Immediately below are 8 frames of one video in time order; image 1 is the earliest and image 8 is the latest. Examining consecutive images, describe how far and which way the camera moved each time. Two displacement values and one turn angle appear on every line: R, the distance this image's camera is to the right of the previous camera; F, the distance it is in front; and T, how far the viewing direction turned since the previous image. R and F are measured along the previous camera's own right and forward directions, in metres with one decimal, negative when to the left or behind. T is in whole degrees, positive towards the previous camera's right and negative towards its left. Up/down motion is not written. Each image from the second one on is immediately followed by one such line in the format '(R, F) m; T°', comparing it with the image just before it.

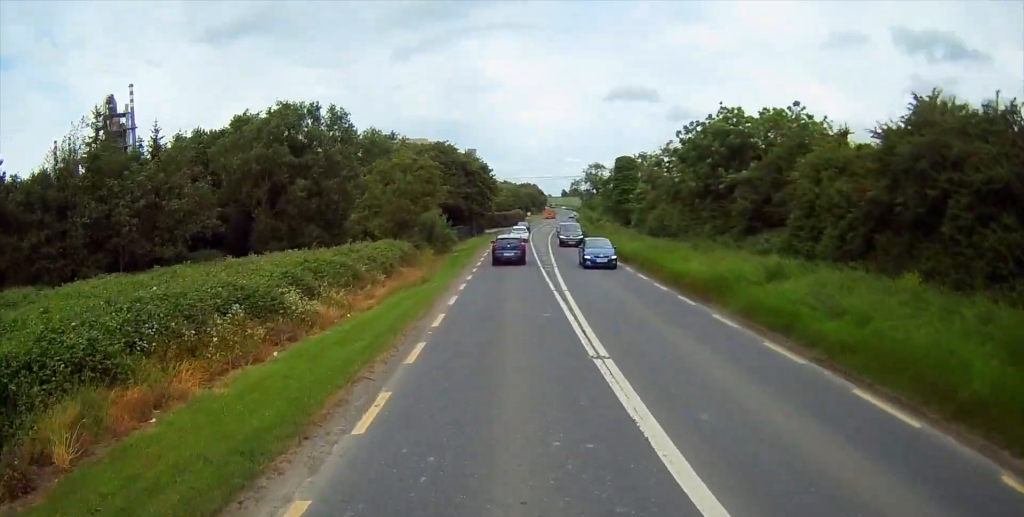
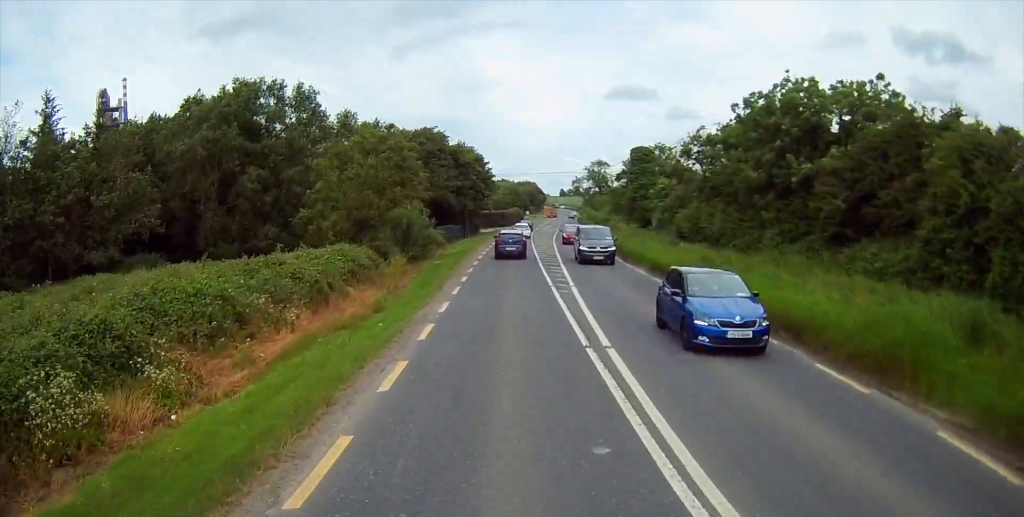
(-0.1, +9.9) m; 0°
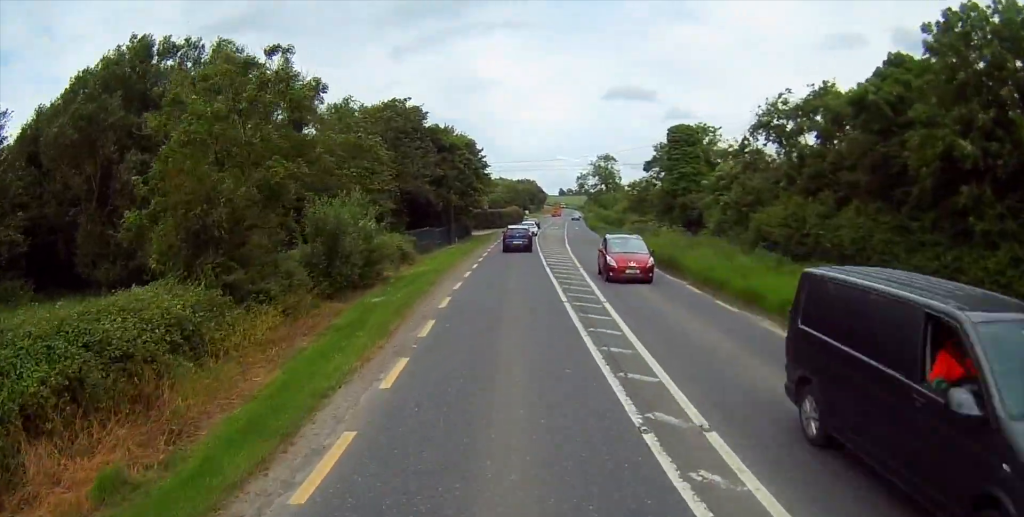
(+0.1, +15.6) m; +1°
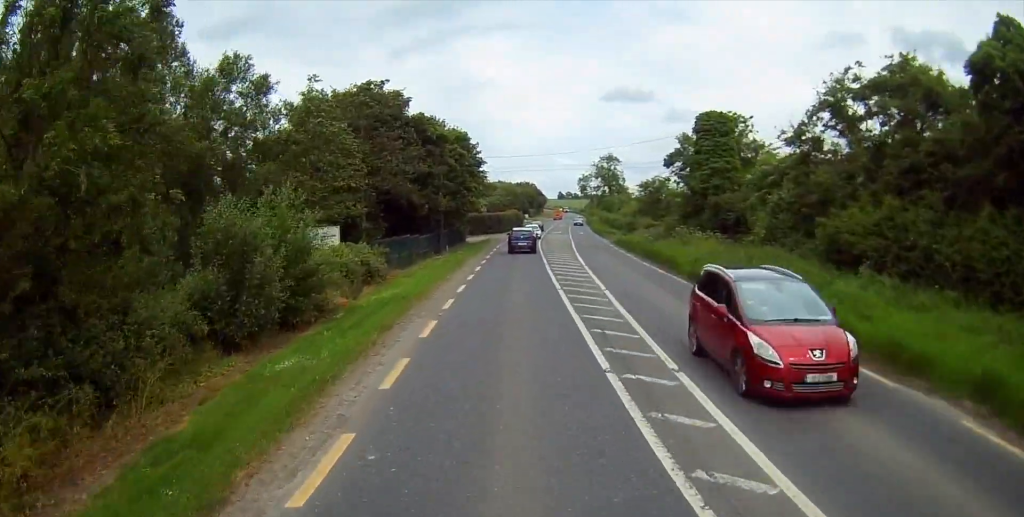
(+0.3, +7.9) m; 0°
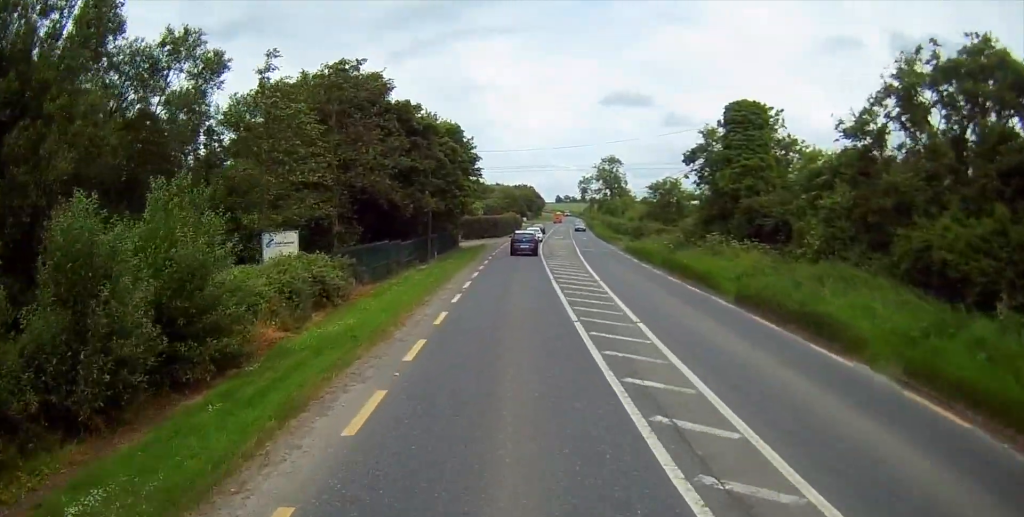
(-0.2, +6.1) m; 0°
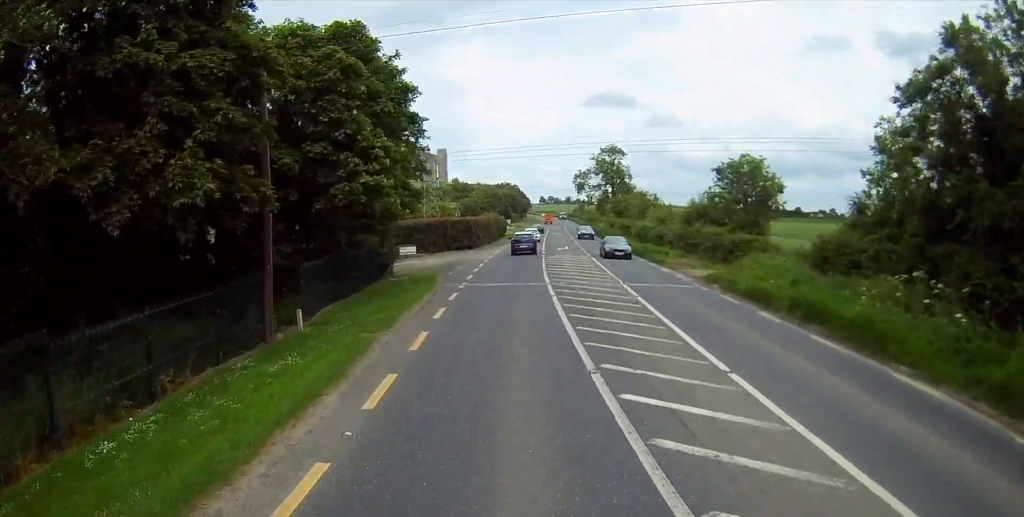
(+0.3, +26.6) m; +1°
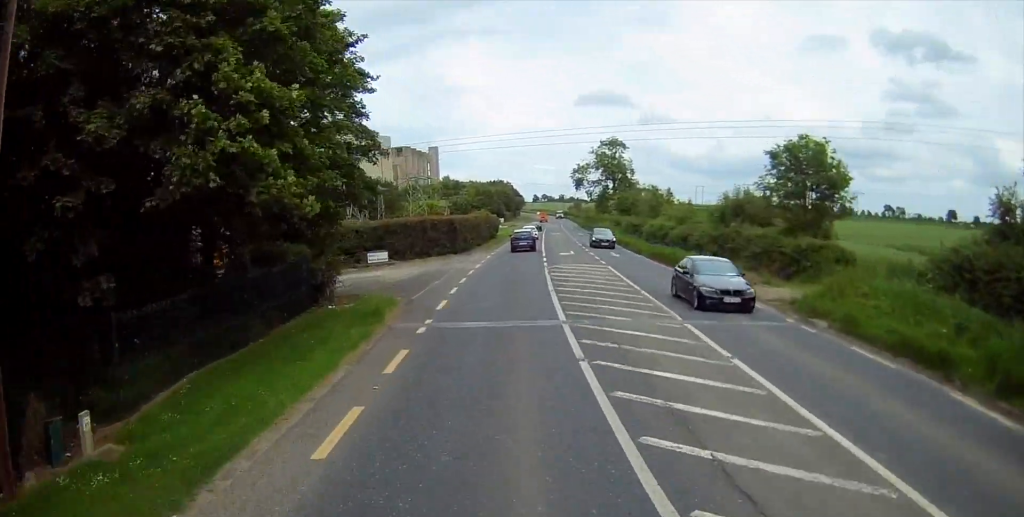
(-0.2, +9.9) m; +1°
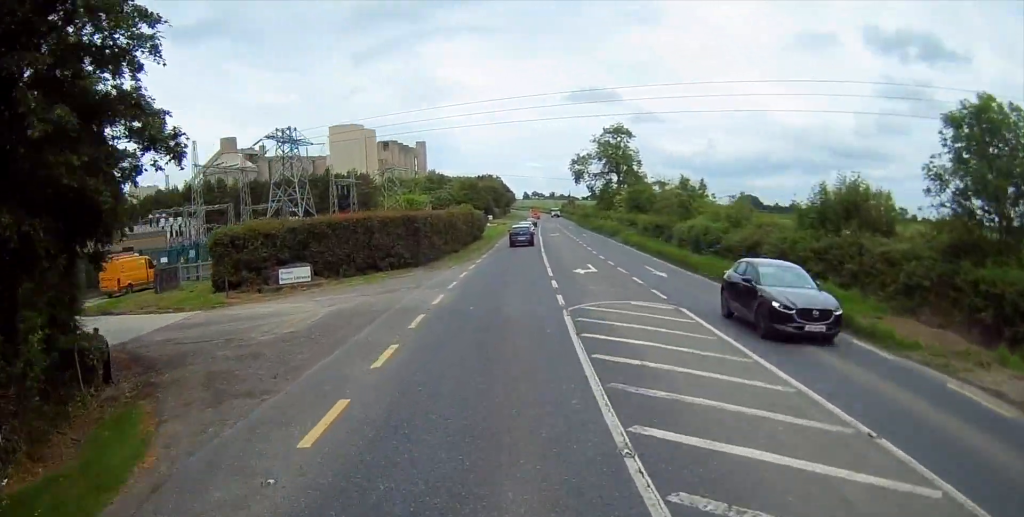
(+0.4, +15.6) m; +1°
